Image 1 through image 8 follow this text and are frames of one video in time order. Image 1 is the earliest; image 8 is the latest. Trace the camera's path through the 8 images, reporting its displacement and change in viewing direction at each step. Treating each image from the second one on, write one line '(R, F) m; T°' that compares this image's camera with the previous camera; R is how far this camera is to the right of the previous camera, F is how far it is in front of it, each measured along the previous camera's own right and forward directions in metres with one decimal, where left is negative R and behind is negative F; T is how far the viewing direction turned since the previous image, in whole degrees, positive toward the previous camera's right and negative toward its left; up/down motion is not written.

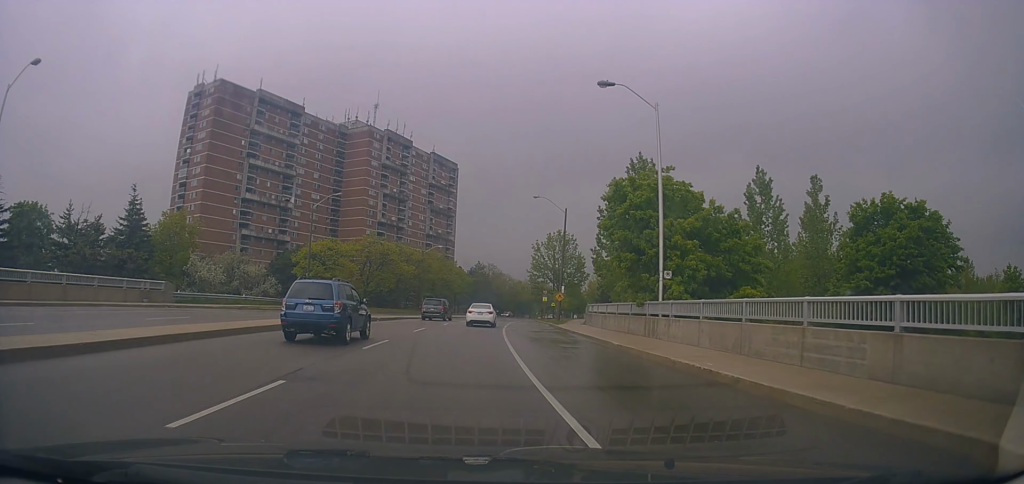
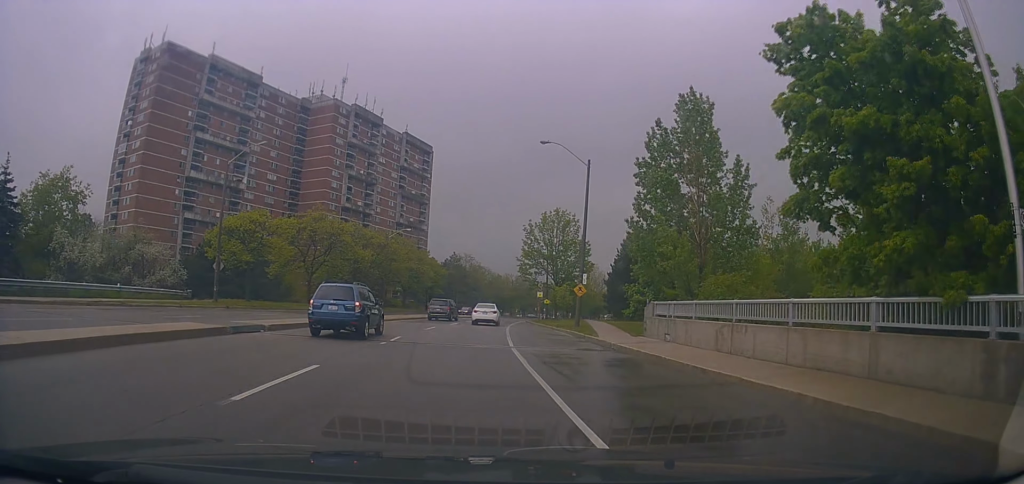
(+0.8, +17.4) m; +4°
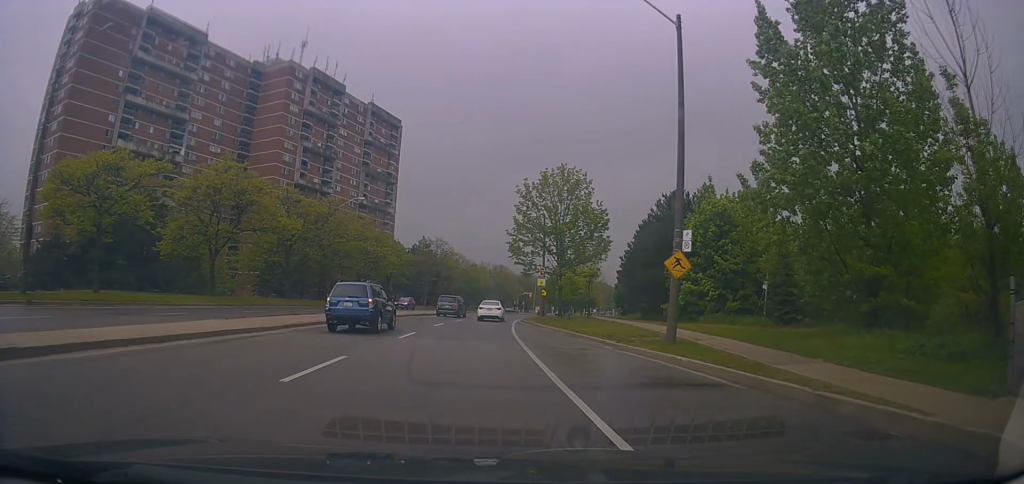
(+0.3, +18.3) m; +1°
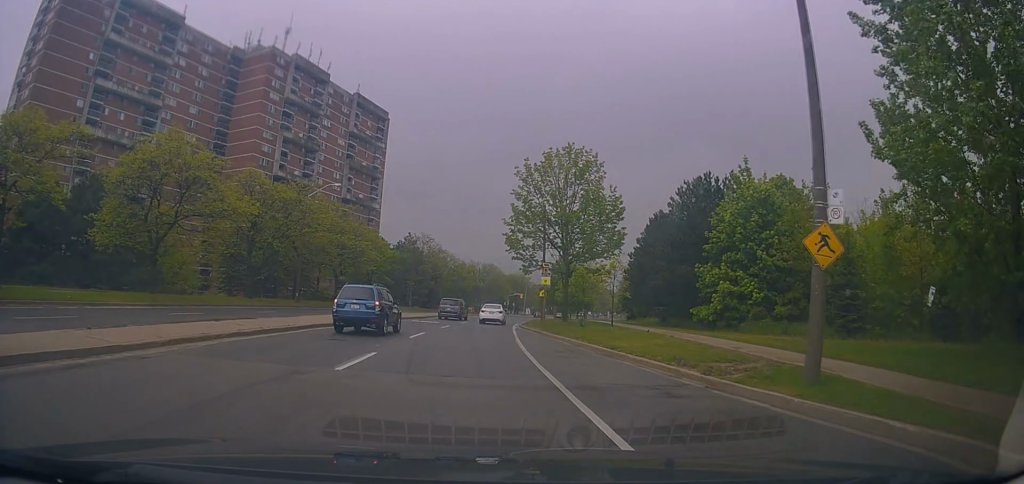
(0.0, +7.7) m; +1°
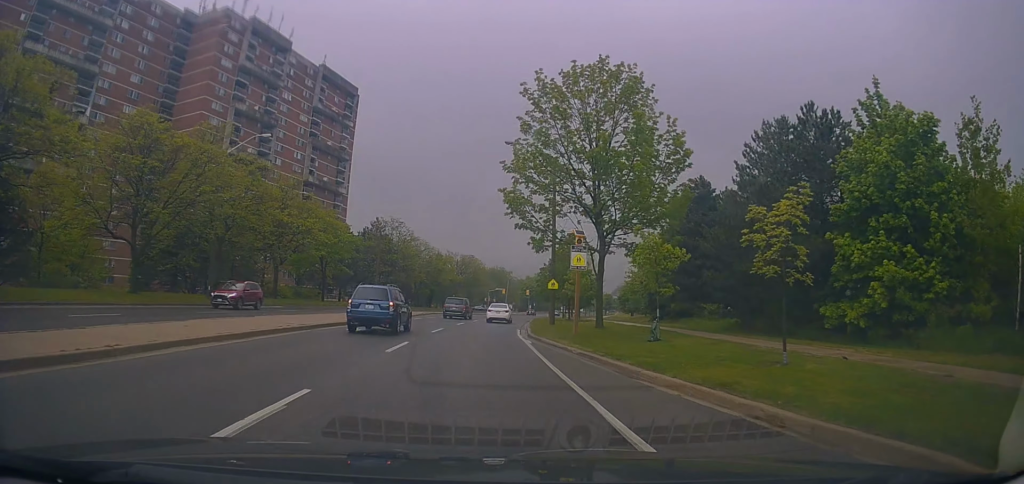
(+0.3, +15.6) m; +4°
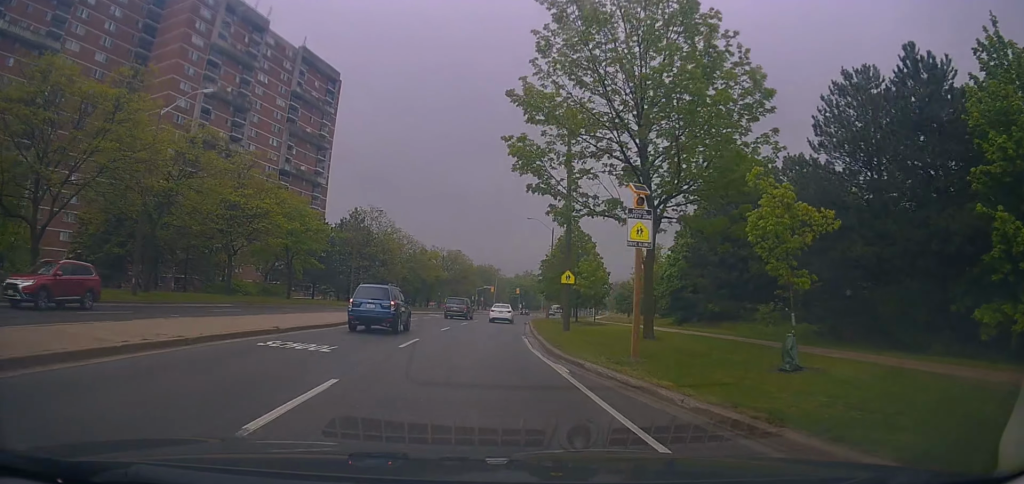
(+0.1, +8.2) m; +3°
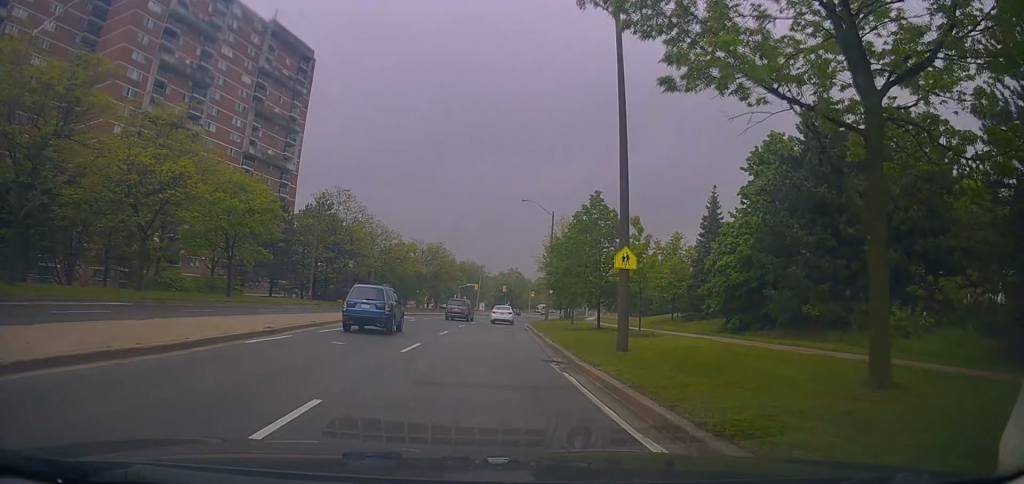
(+0.5, +11.3) m; +1°
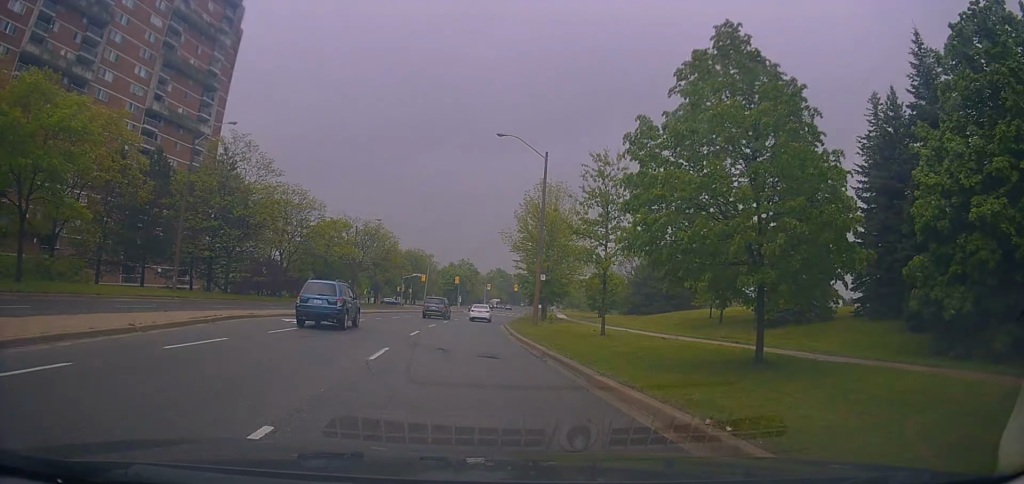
(0.0, +20.5) m; +2°
